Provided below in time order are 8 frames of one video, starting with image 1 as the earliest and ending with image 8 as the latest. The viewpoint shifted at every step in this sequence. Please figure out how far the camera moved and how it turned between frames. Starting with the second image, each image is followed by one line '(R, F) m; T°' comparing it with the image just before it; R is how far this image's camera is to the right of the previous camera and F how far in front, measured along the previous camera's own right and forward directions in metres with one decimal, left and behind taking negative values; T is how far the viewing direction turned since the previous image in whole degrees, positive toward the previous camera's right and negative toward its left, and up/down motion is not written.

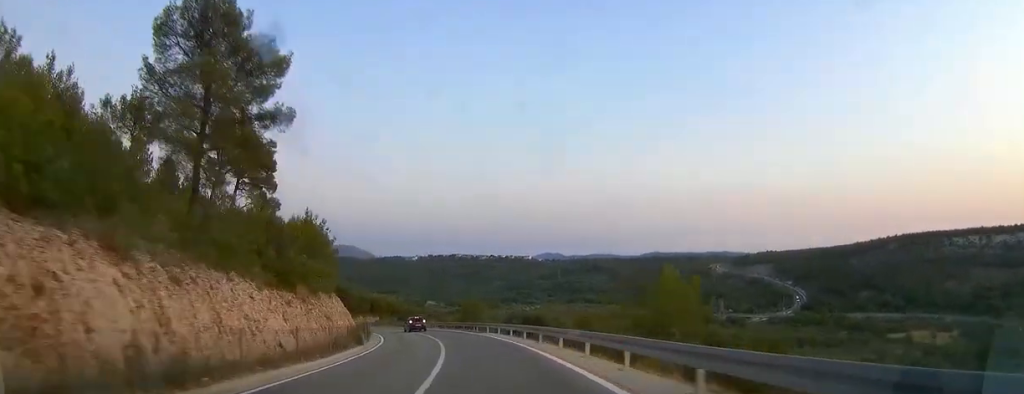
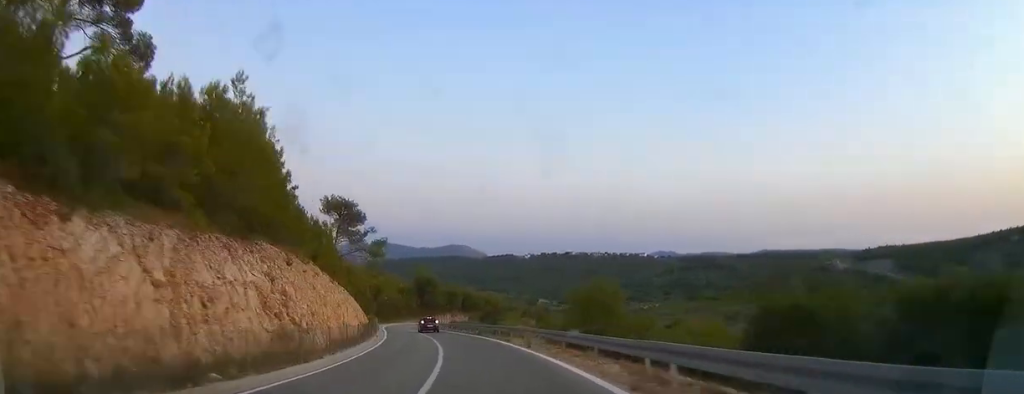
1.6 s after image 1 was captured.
(-2.7, +33.5) m; -10°
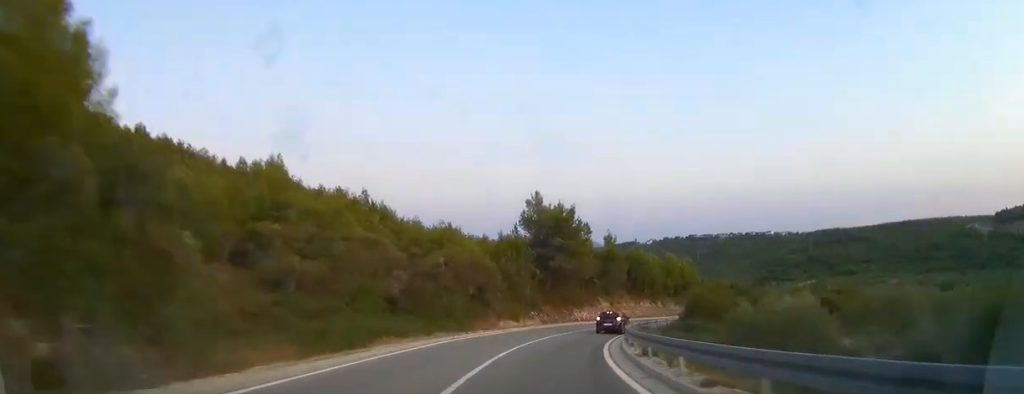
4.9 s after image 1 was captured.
(-11.0, +67.0) m; -7°
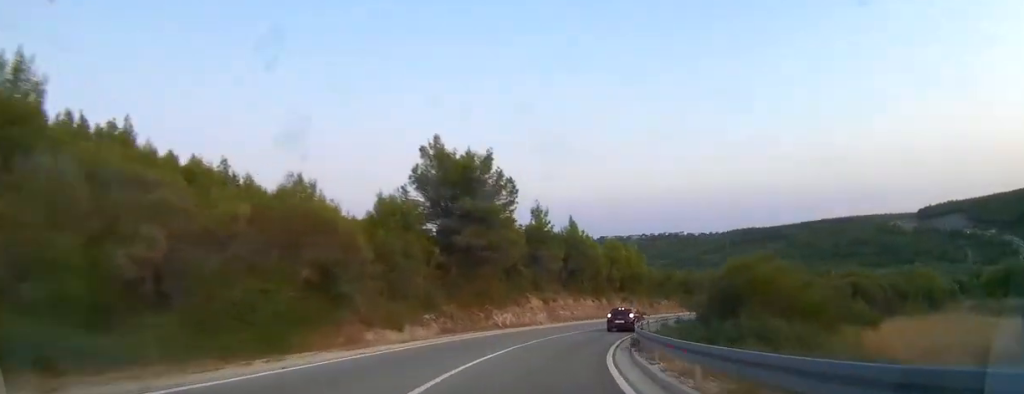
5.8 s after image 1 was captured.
(+1.0, +18.7) m; +7°
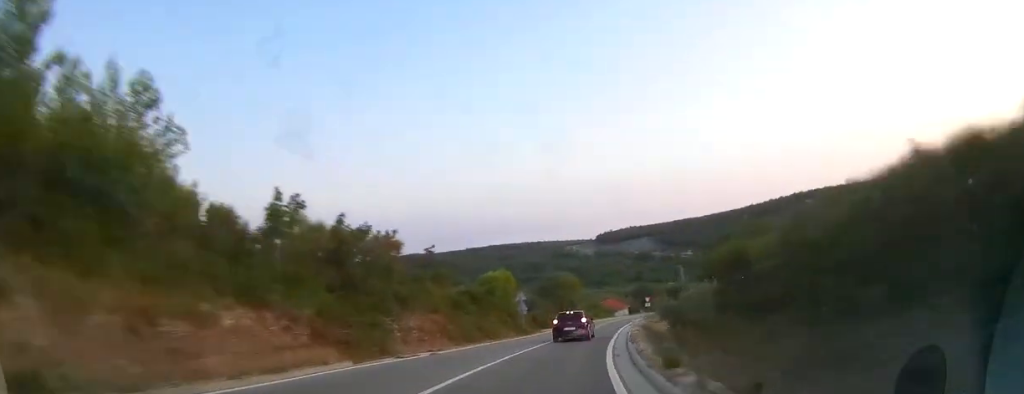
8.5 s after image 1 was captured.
(+11.7, +49.9) m; +27°
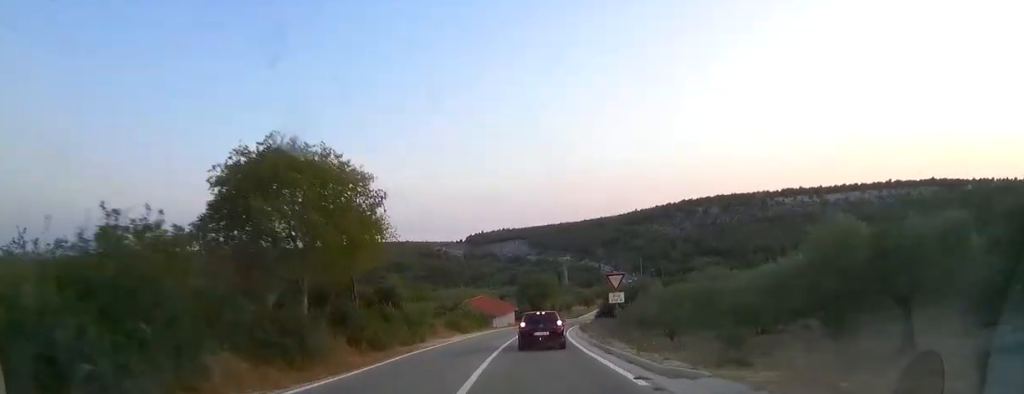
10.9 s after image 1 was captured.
(+8.9, +46.3) m; +17°
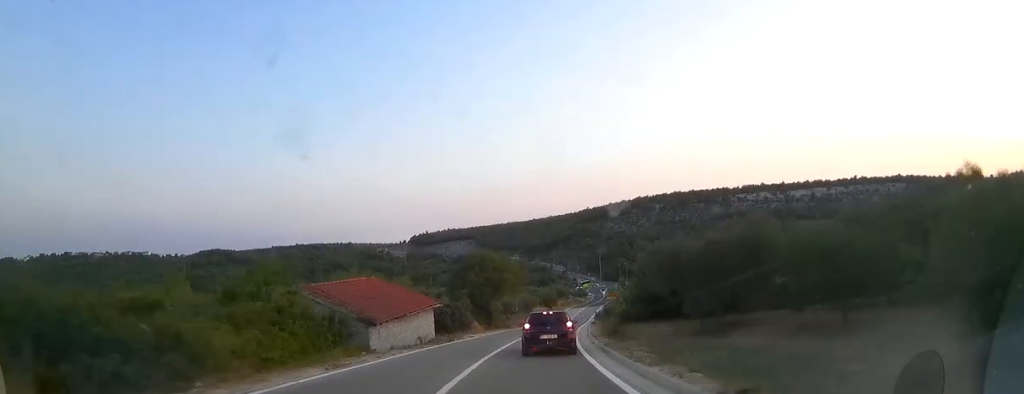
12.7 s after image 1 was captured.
(+2.2, +34.1) m; +6°
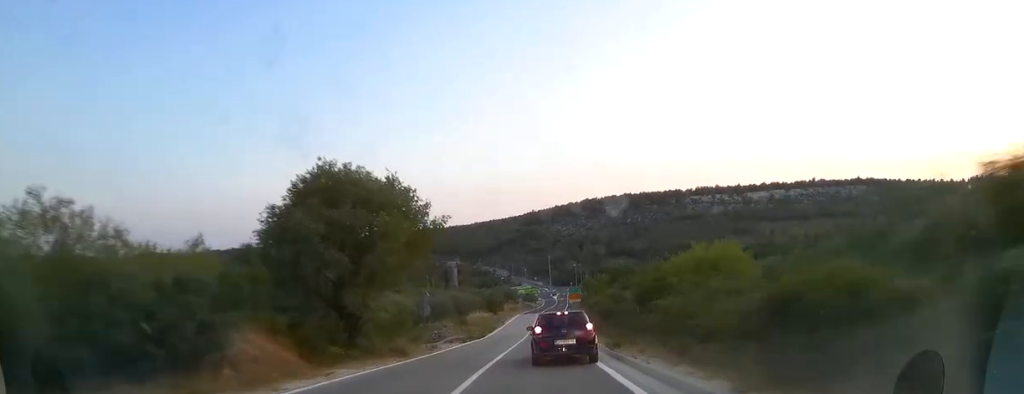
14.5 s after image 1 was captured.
(+1.7, +32.6) m; +4°
